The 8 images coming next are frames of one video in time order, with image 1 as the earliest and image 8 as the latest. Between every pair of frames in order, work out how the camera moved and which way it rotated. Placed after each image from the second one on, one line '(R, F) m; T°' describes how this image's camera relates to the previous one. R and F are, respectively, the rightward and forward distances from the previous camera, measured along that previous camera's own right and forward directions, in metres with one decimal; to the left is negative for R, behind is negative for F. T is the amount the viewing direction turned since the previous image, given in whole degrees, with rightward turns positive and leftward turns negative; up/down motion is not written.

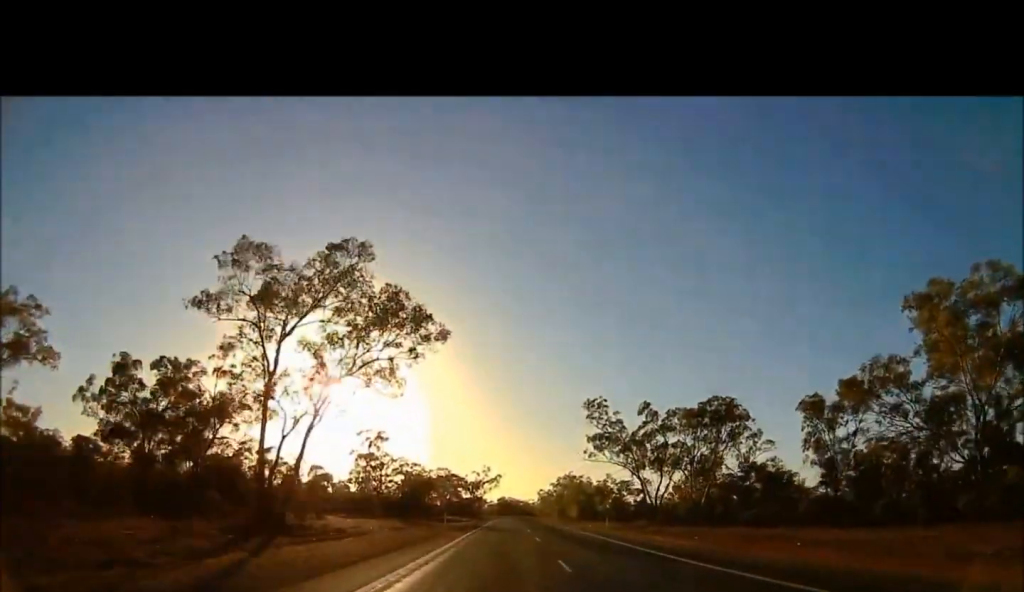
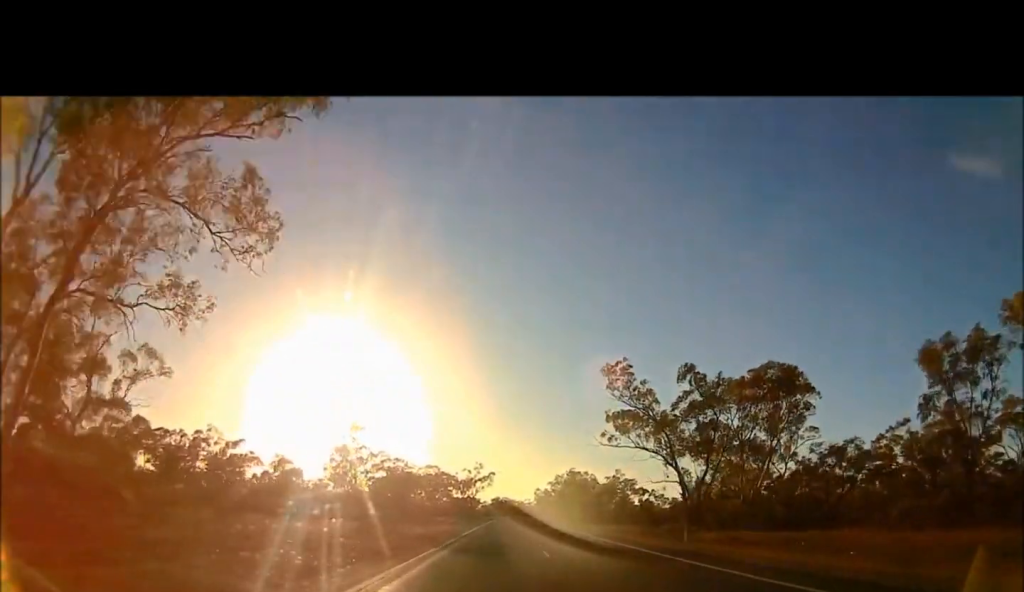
(-0.6, +20.9) m; -1°
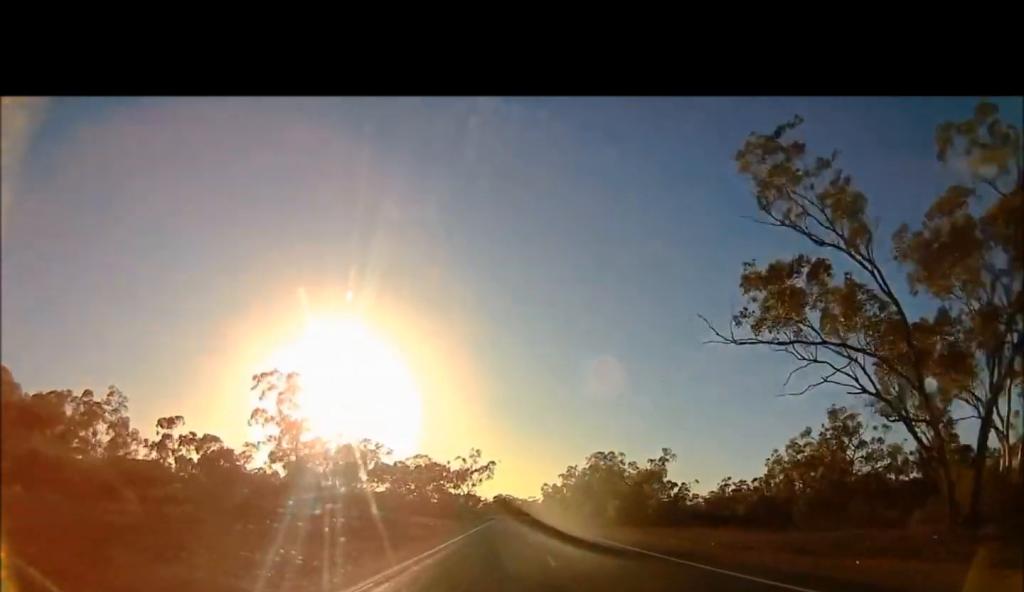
(+0.5, +39.6) m; +1°
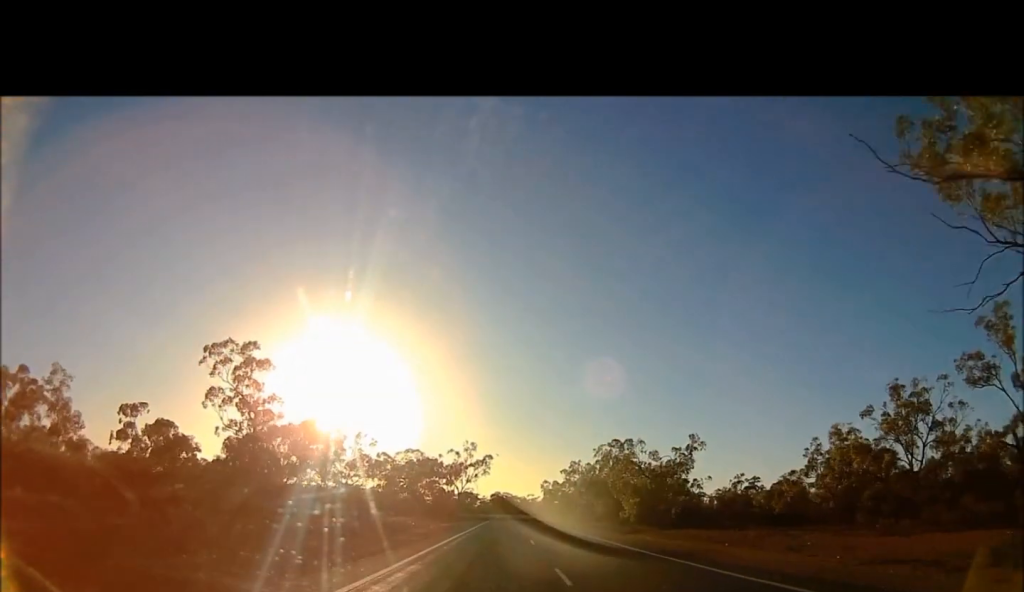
(0.0, +15.4) m; 0°
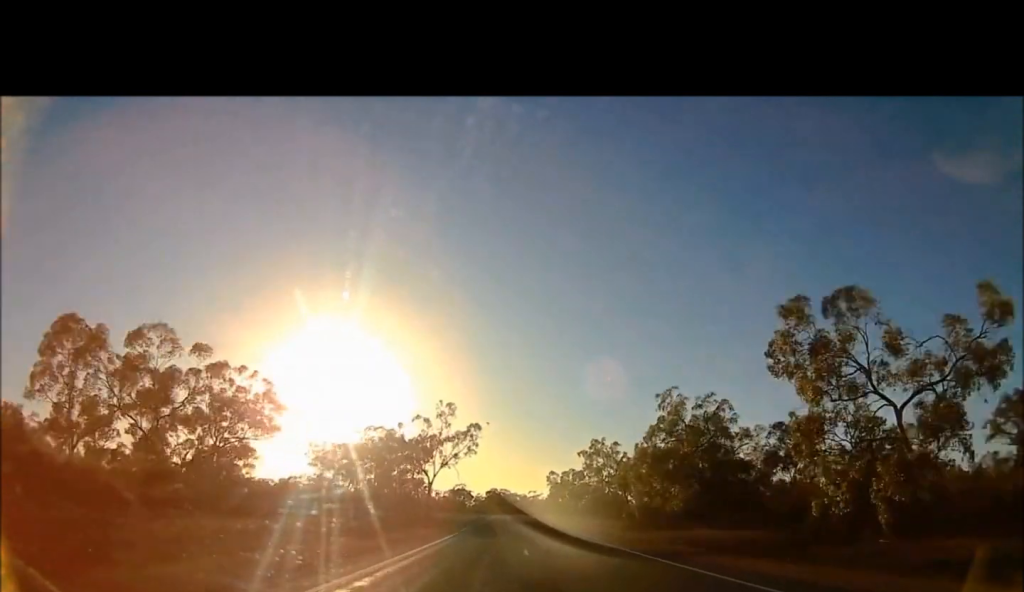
(0.0, +55.1) m; 0°
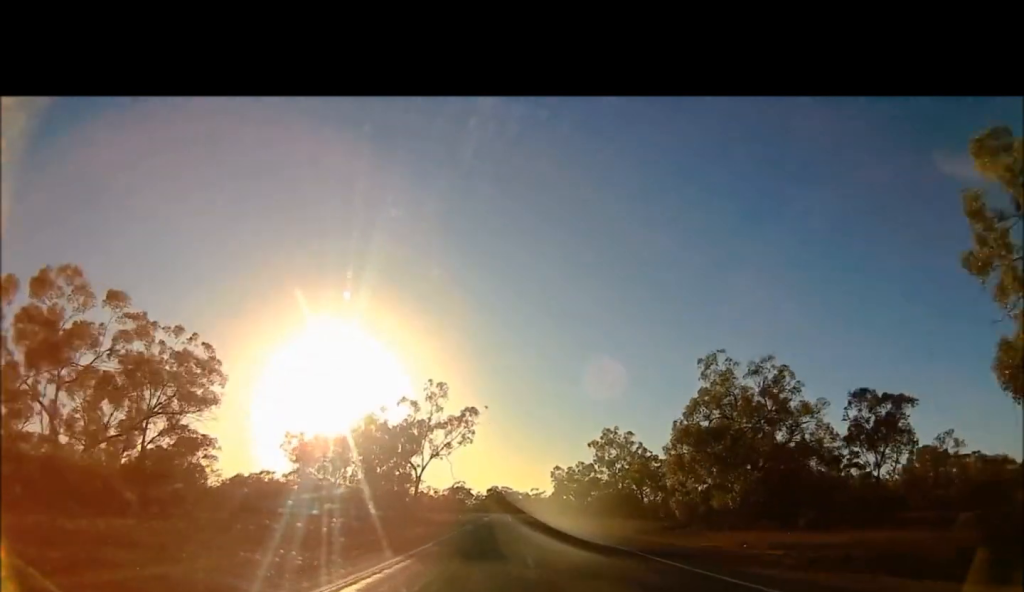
(0.0, +15.5) m; 0°
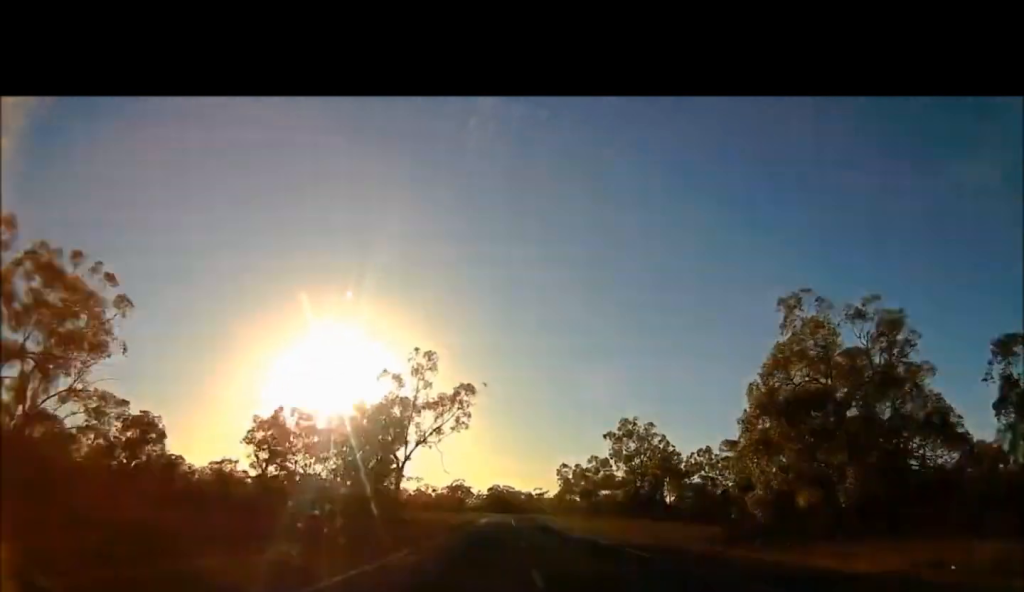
(0.0, +16.6) m; 0°
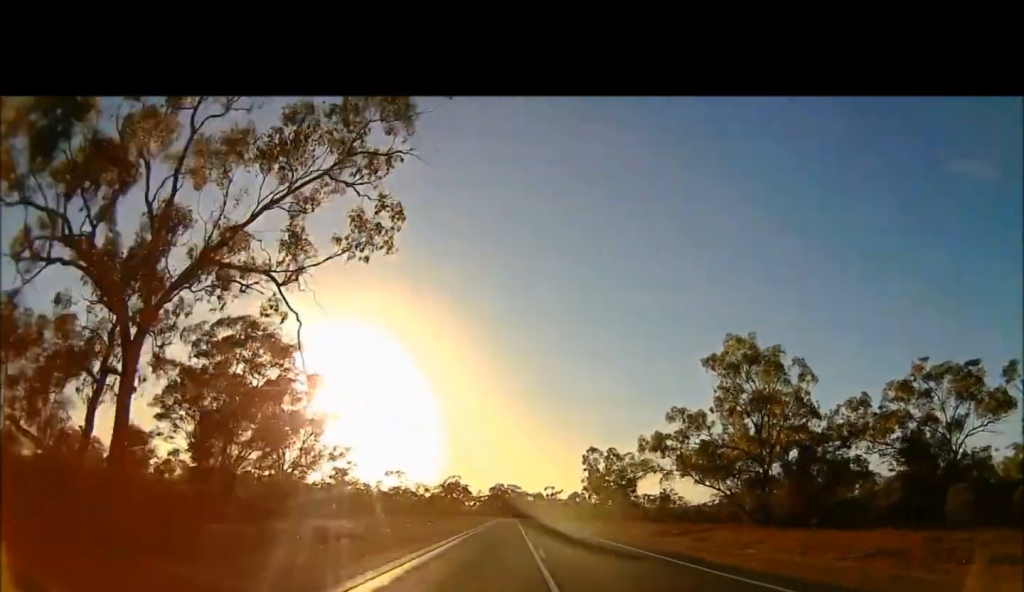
(0.0, +54.4) m; 0°
